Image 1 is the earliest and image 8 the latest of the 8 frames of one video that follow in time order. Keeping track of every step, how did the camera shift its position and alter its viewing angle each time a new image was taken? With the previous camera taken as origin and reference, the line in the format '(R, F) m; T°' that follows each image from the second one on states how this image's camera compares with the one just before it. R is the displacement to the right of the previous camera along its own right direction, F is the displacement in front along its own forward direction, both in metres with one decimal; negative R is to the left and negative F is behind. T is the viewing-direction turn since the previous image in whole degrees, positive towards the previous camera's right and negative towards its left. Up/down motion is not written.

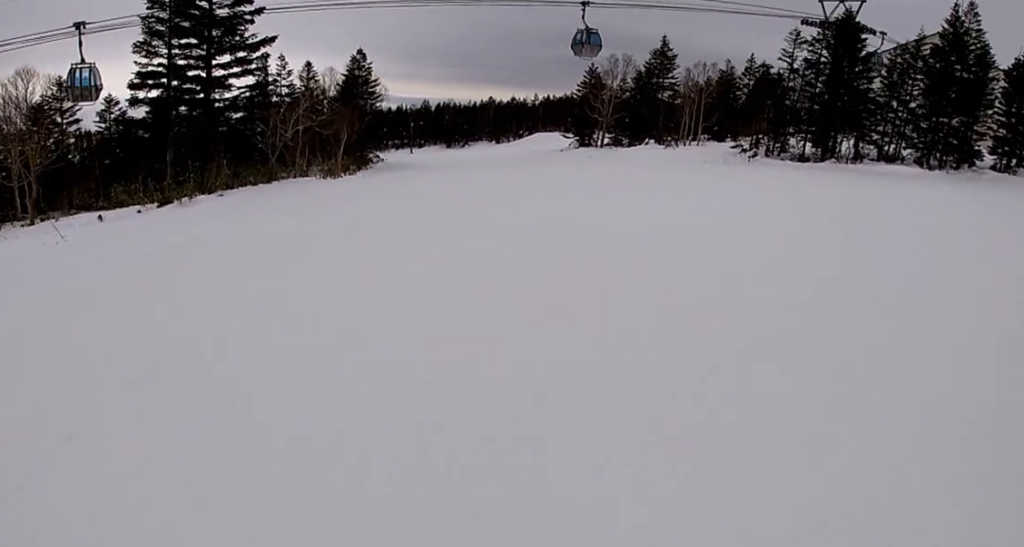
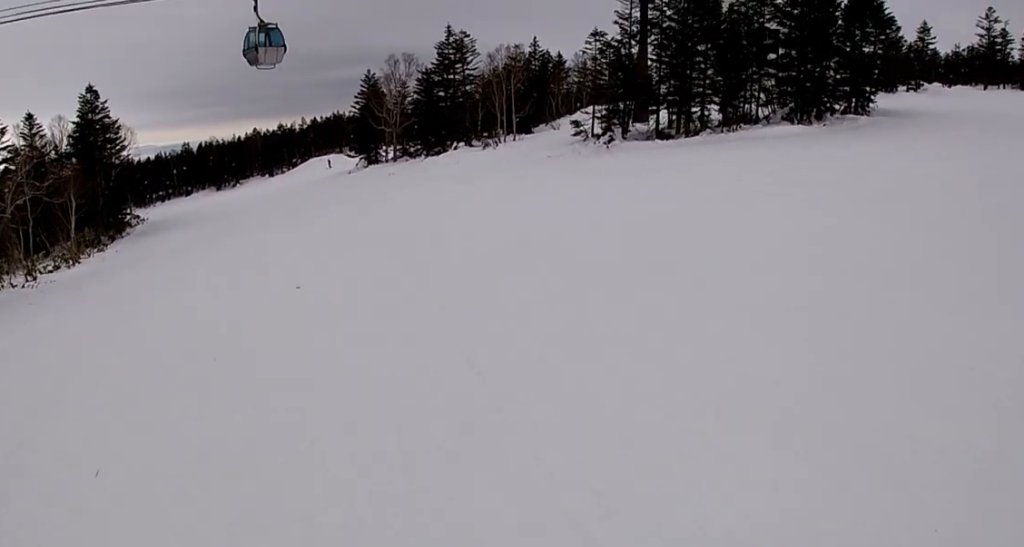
(+0.9, +9.3) m; +3°
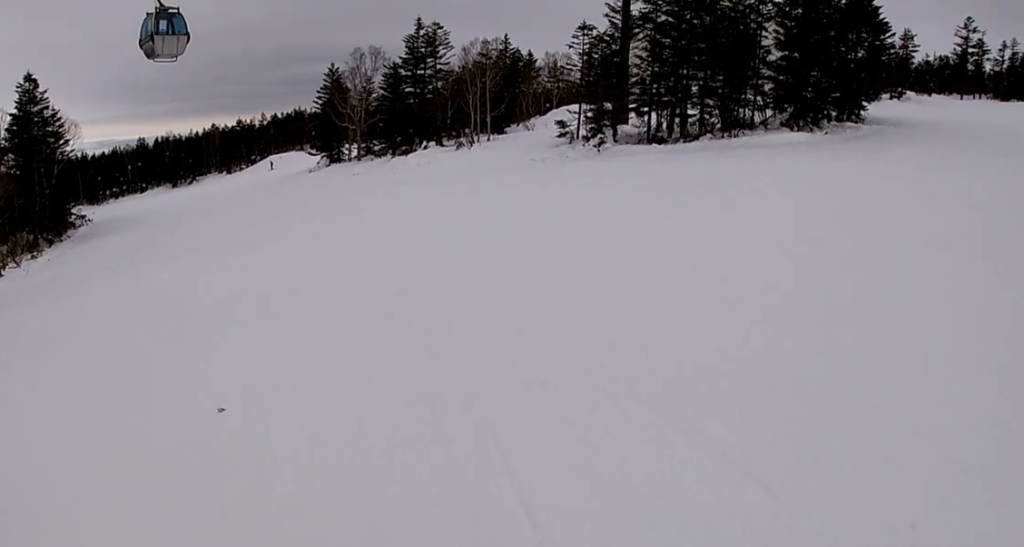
(-0.1, +3.3) m; +2°
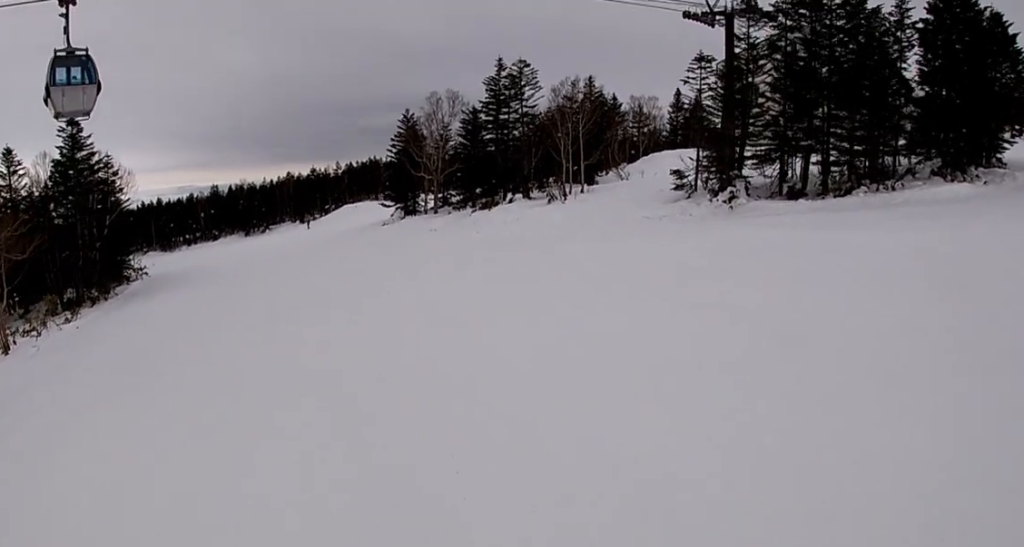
(+0.7, +5.7) m; +6°
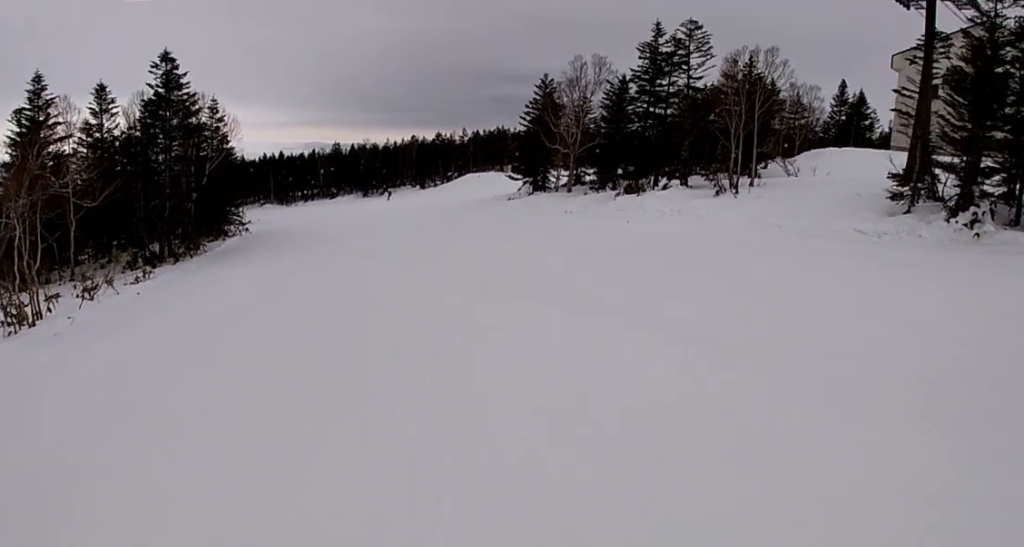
(-0.2, +5.7) m; -14°
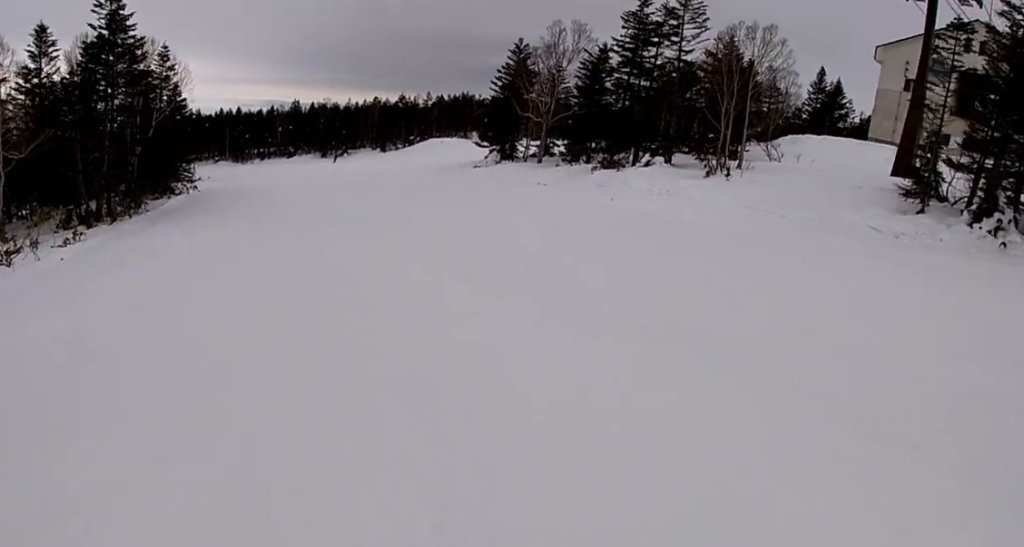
(-0.5, +2.6) m; -6°
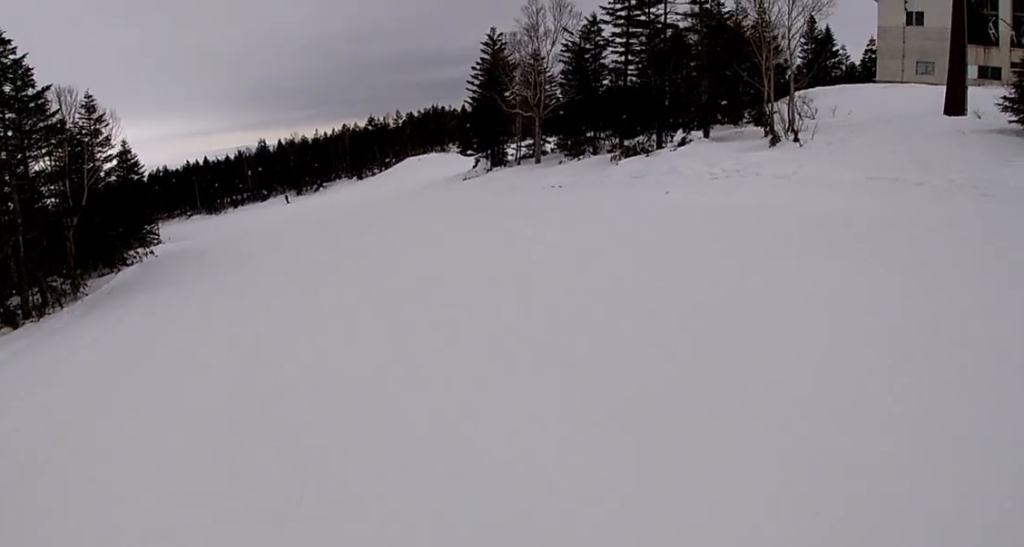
(-0.5, +6.7) m; -1°
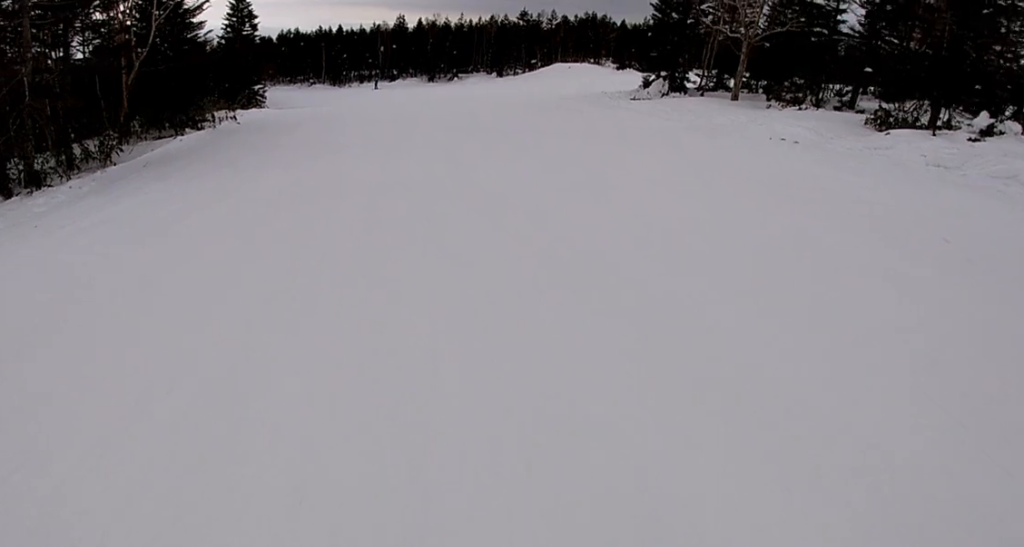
(+0.5, +8.3) m; +16°
